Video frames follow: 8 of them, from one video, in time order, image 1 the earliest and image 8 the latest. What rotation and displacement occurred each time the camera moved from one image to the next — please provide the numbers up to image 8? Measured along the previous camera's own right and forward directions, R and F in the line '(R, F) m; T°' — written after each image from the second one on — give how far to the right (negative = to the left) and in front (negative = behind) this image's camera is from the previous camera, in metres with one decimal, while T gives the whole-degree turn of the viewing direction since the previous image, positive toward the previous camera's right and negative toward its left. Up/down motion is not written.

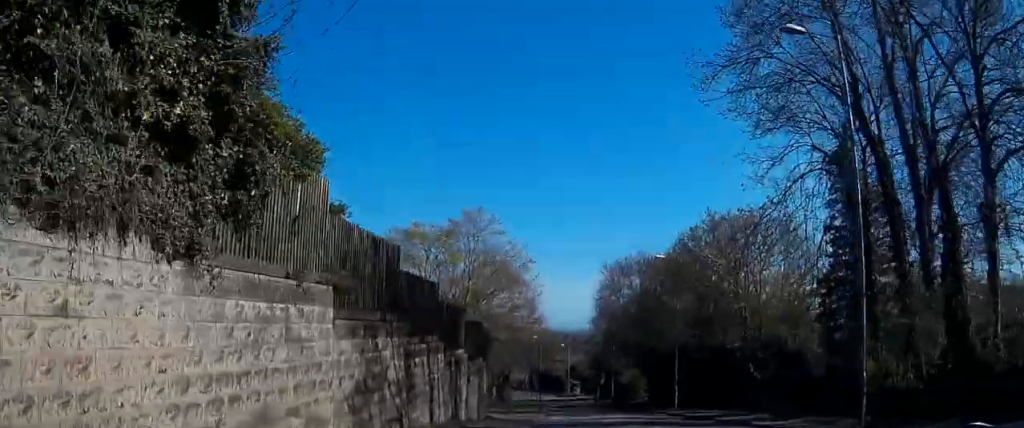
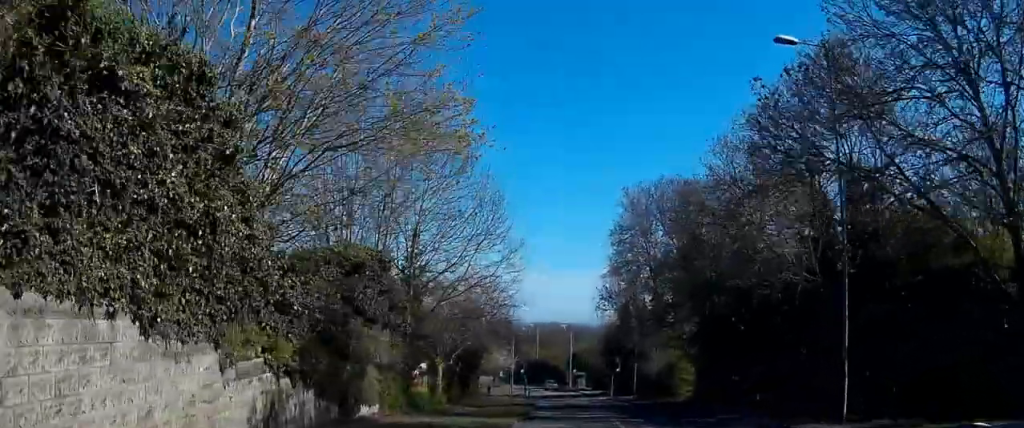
(+0.5, +31.9) m; +1°
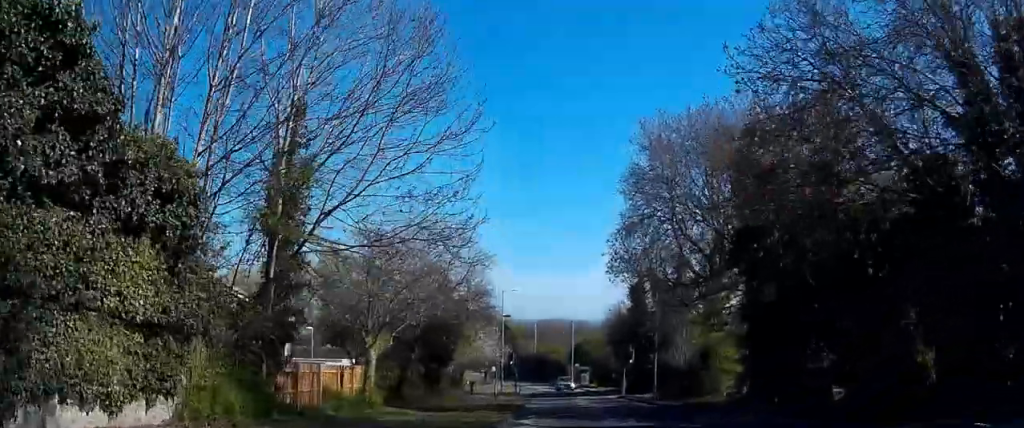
(0.0, +15.5) m; 0°
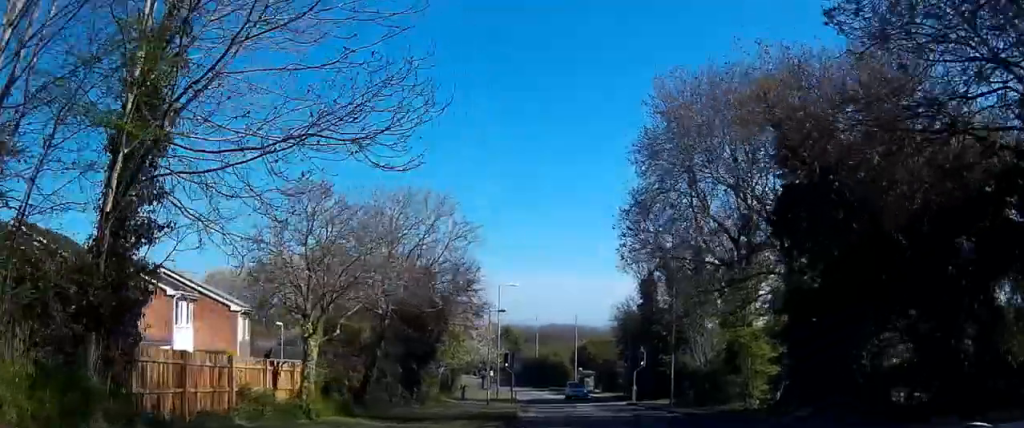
(0.0, +7.5) m; 0°
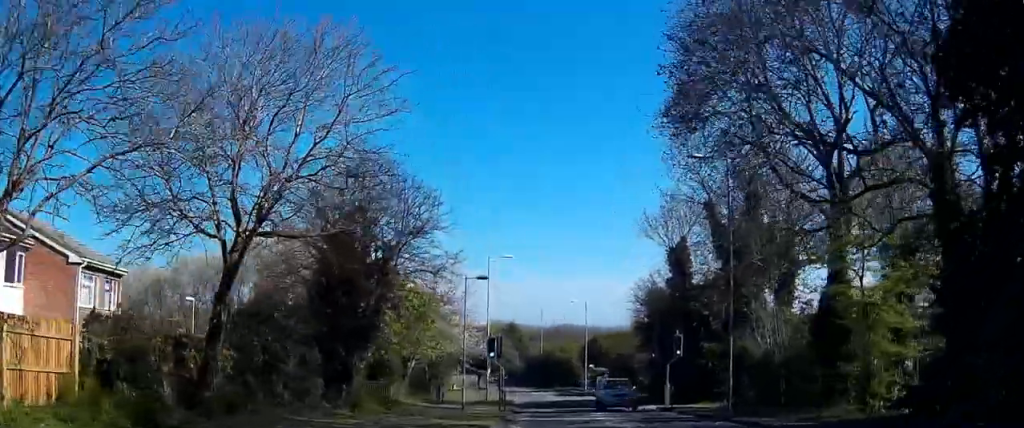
(0.0, +14.3) m; 0°
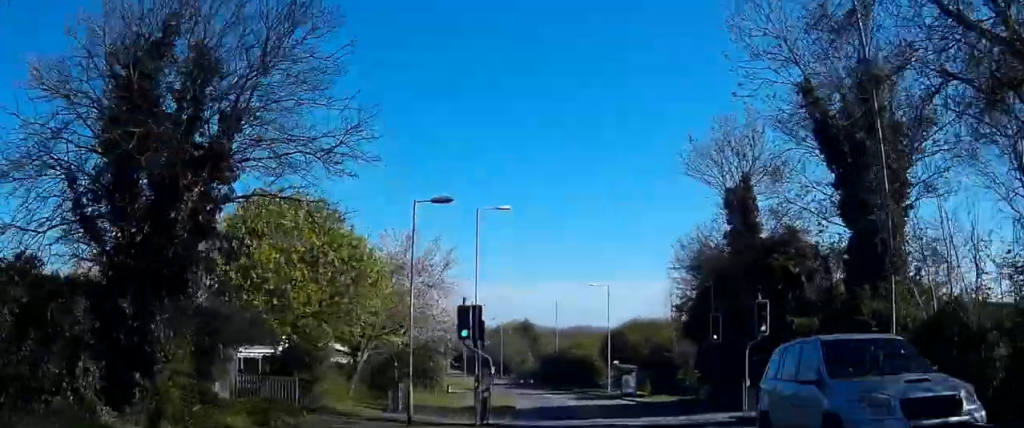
(+0.1, +14.7) m; -1°
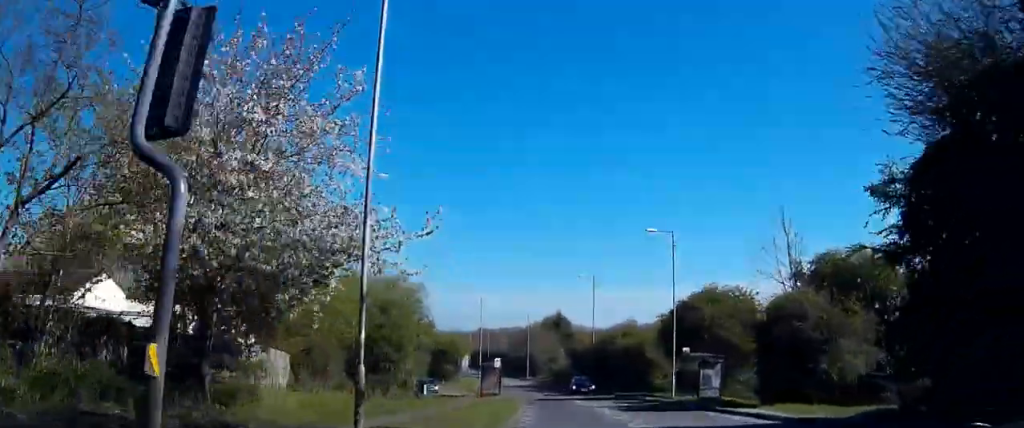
(-0.5, +25.4) m; -3°
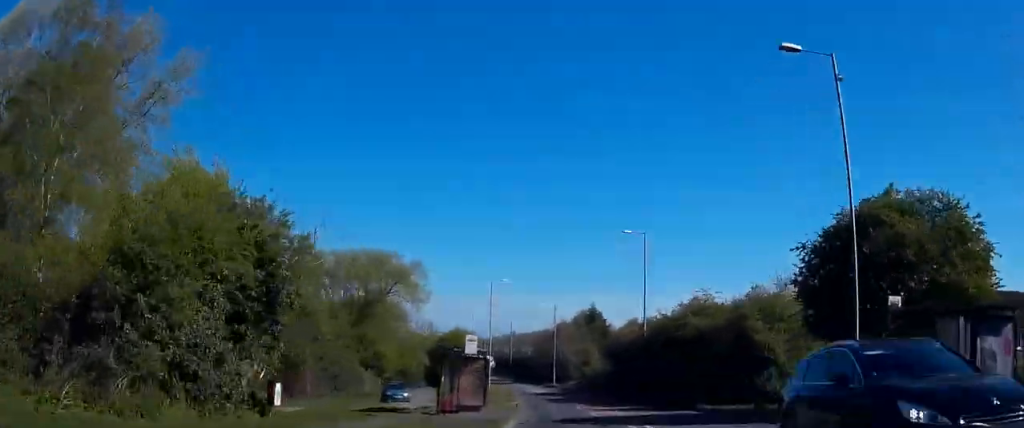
(-0.9, +26.8) m; -3°
